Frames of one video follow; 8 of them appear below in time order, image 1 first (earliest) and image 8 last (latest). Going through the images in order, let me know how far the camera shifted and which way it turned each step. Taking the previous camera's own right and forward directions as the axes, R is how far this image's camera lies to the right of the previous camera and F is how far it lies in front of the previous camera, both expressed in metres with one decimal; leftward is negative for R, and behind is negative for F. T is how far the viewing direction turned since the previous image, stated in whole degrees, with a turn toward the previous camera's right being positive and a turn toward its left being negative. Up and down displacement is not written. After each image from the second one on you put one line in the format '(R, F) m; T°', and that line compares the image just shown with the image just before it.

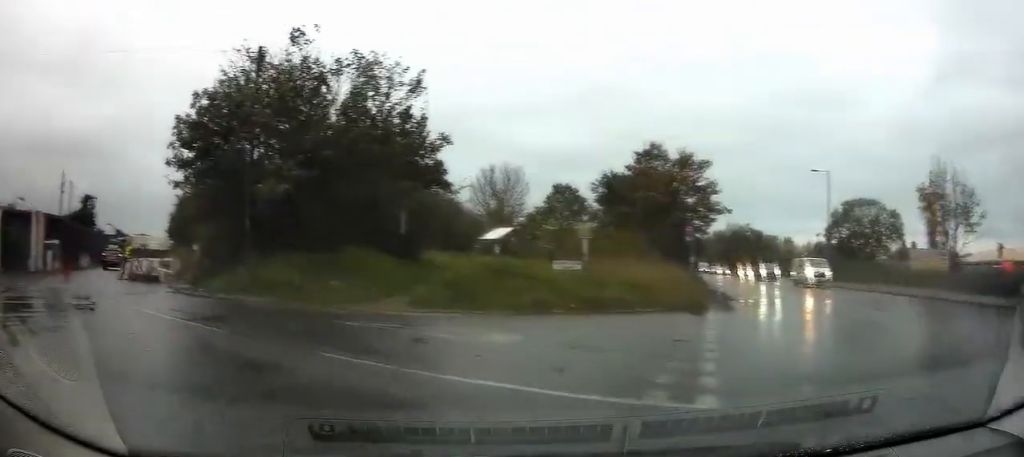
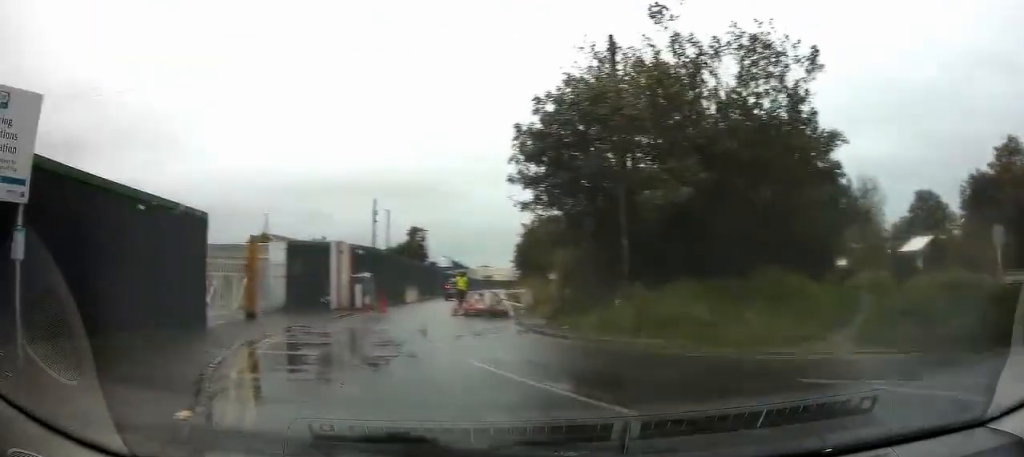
(-1.6, +3.3) m; -32°
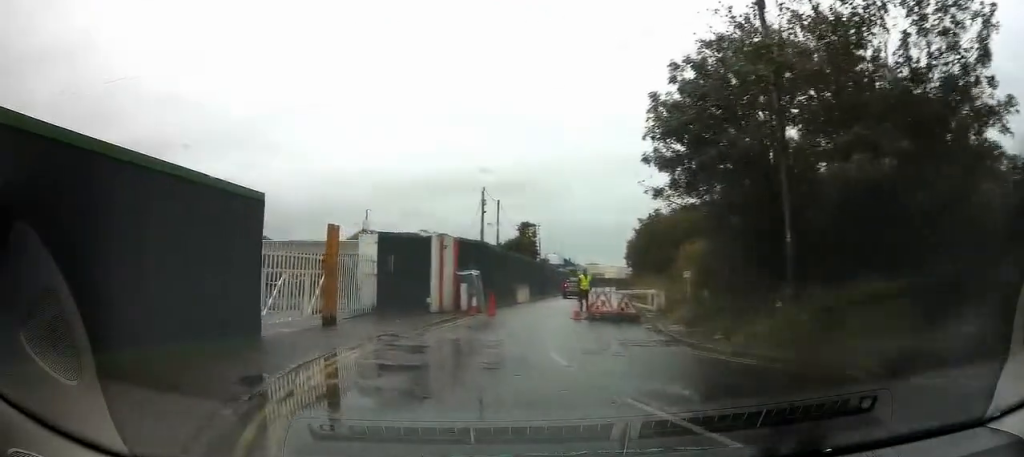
(-0.1, +2.8) m; -4°
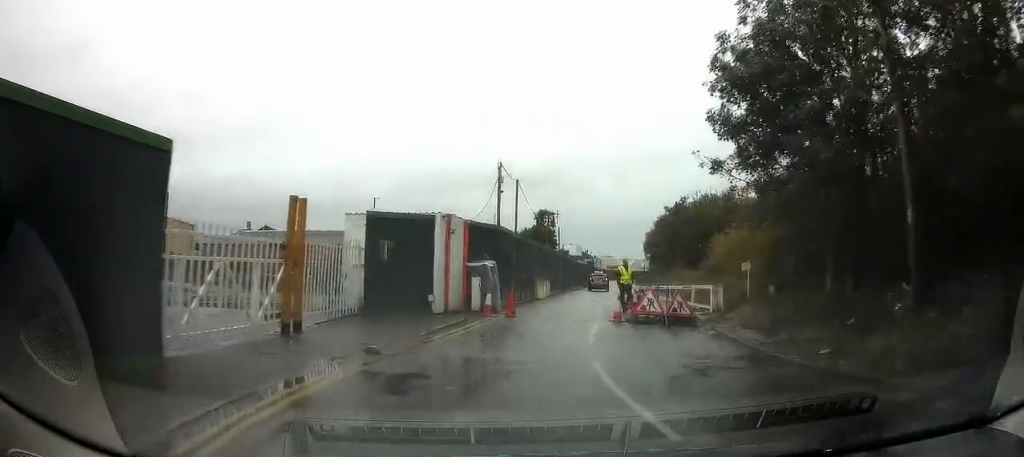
(-0.1, +3.4) m; -3°
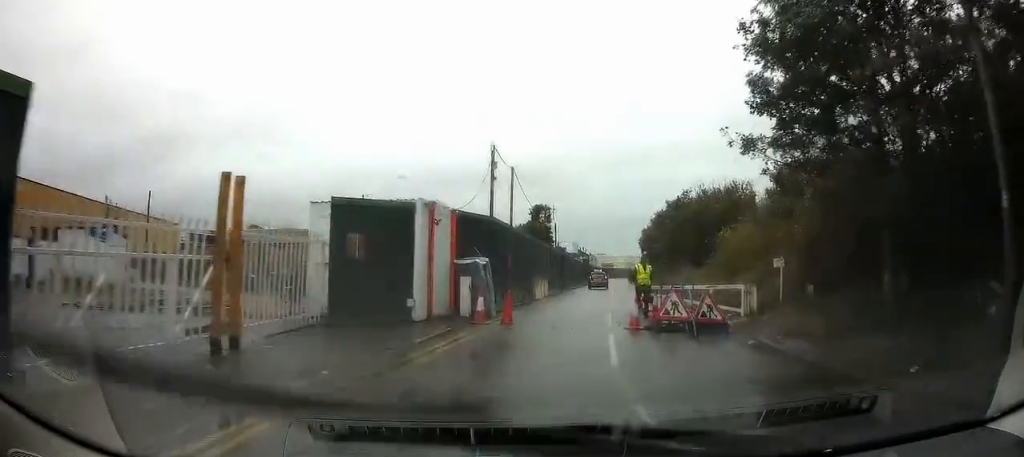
(-0.1, +2.3) m; -1°
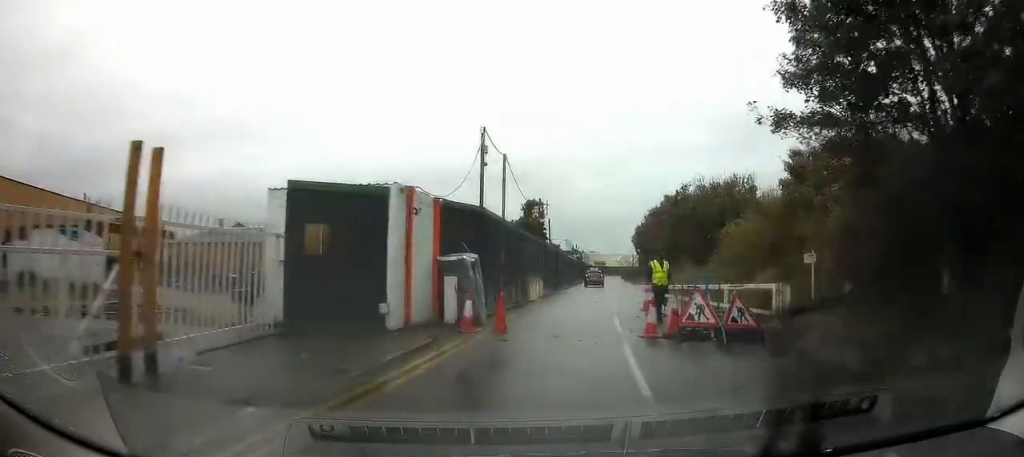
(0.0, +1.9) m; +3°
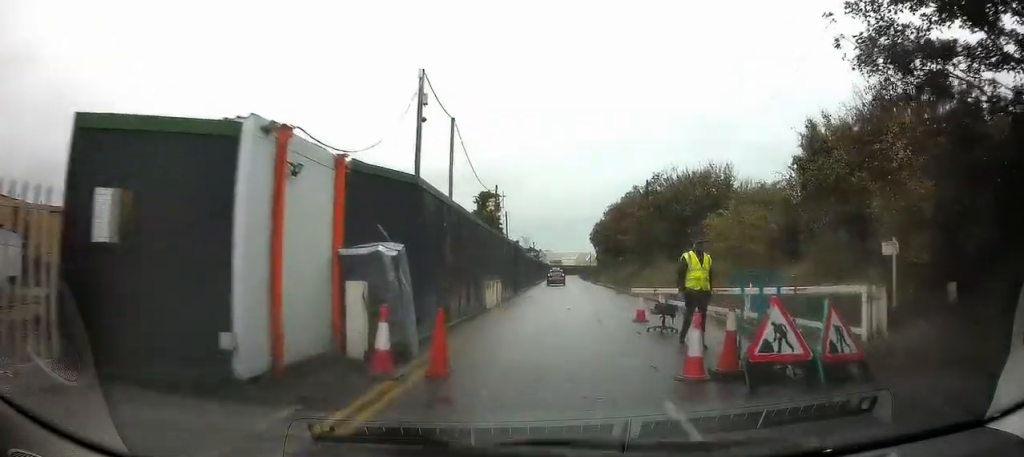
(+0.3, +4.3) m; +5°
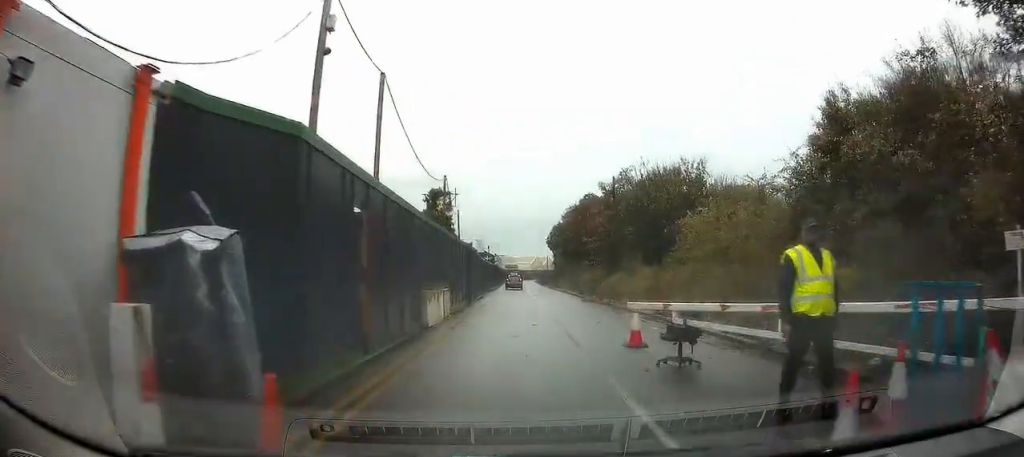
(0.0, +4.0) m; -3°
